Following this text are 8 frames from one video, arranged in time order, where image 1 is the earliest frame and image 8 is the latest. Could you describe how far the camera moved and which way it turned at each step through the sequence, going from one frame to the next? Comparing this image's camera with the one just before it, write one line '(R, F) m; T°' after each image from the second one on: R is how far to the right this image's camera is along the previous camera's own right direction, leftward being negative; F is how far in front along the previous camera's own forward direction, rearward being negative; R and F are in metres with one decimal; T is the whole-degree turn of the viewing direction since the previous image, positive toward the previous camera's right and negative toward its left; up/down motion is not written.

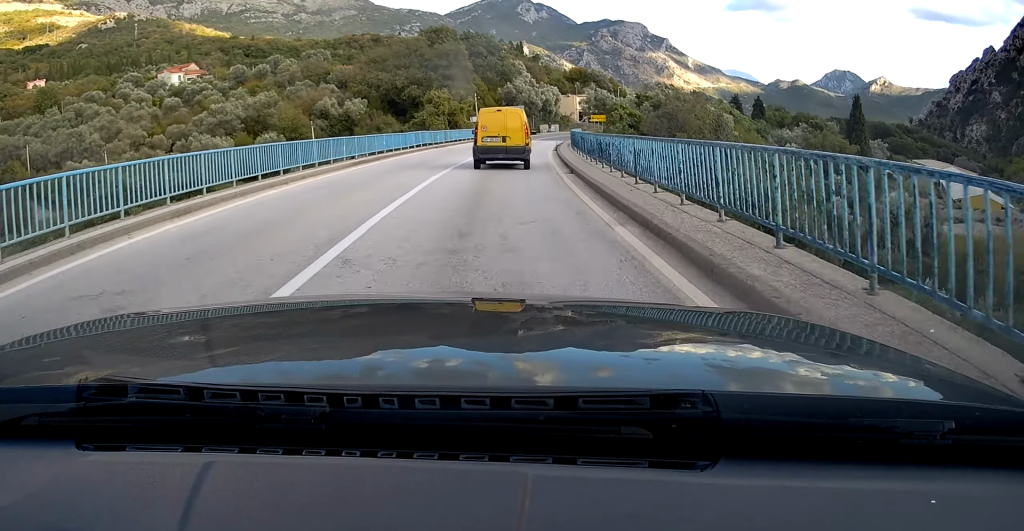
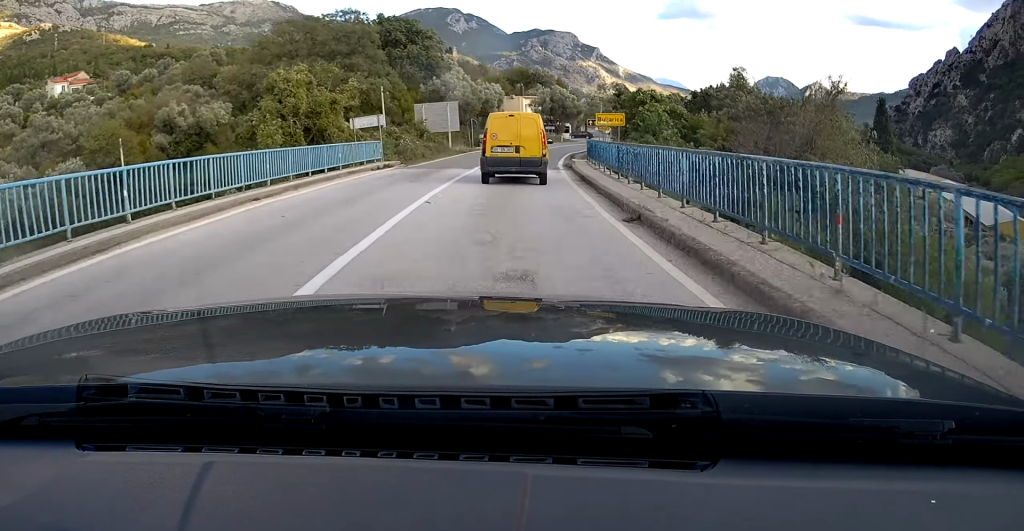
(+1.3, +32.3) m; +6°
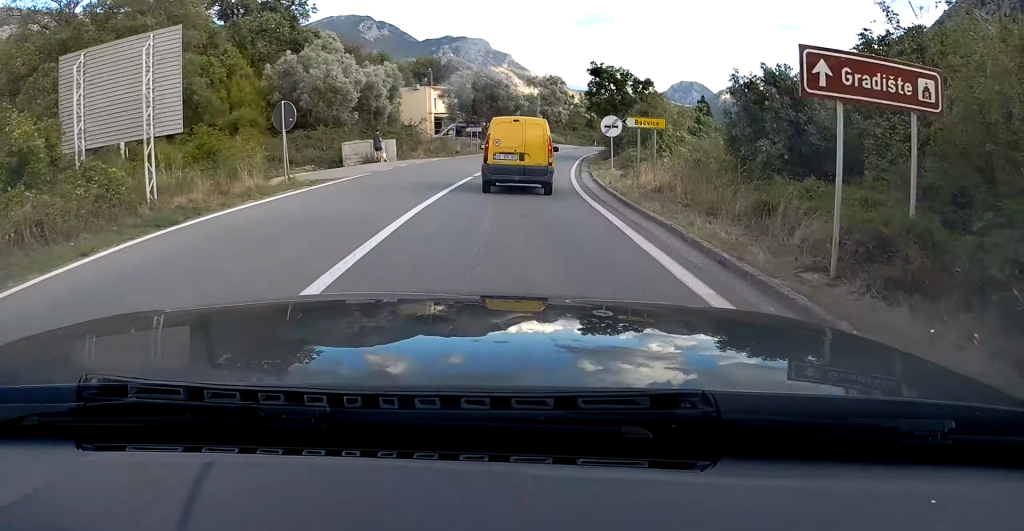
(+2.0, +33.7) m; +8°
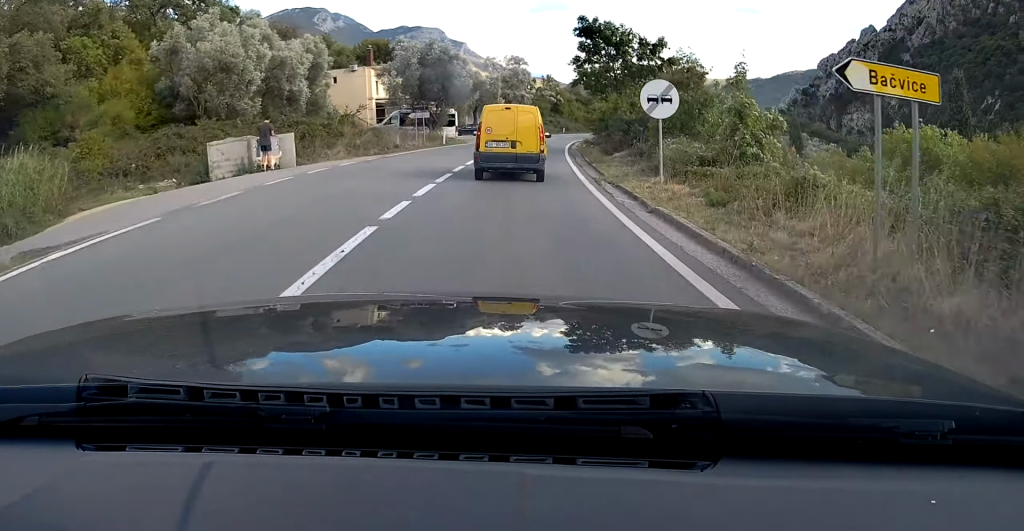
(+1.1, +13.7) m; +3°
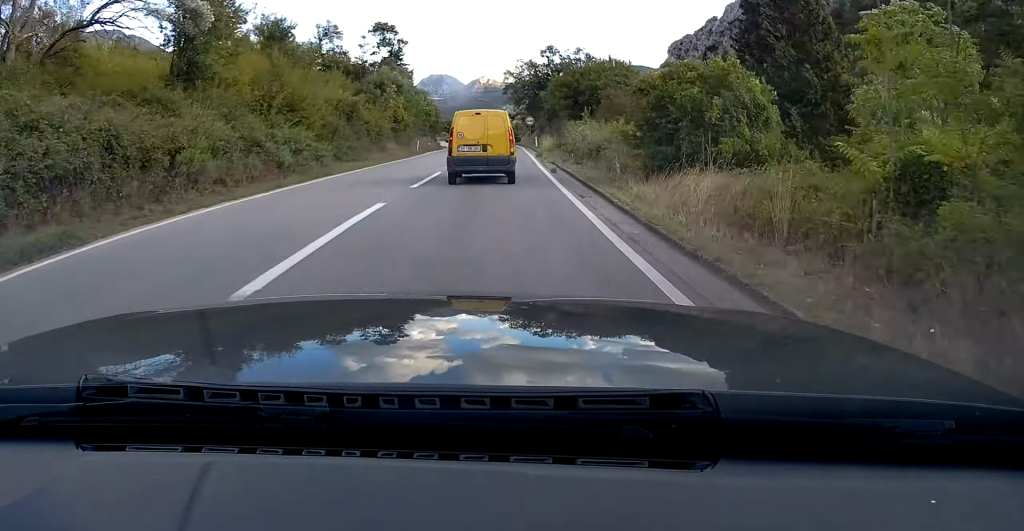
(+13.6, +93.5) m; +14°
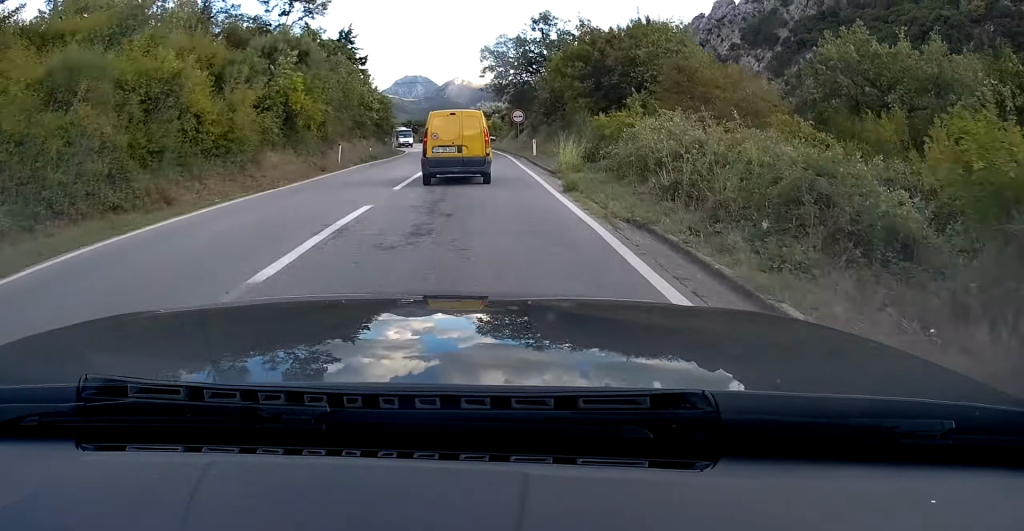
(+0.7, +18.6) m; +1°
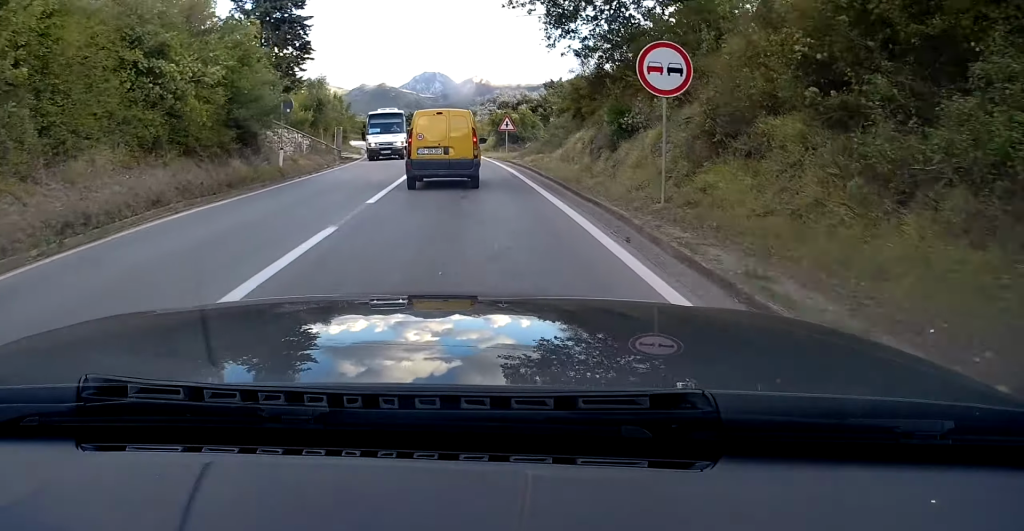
(-0.2, +33.2) m; -3°
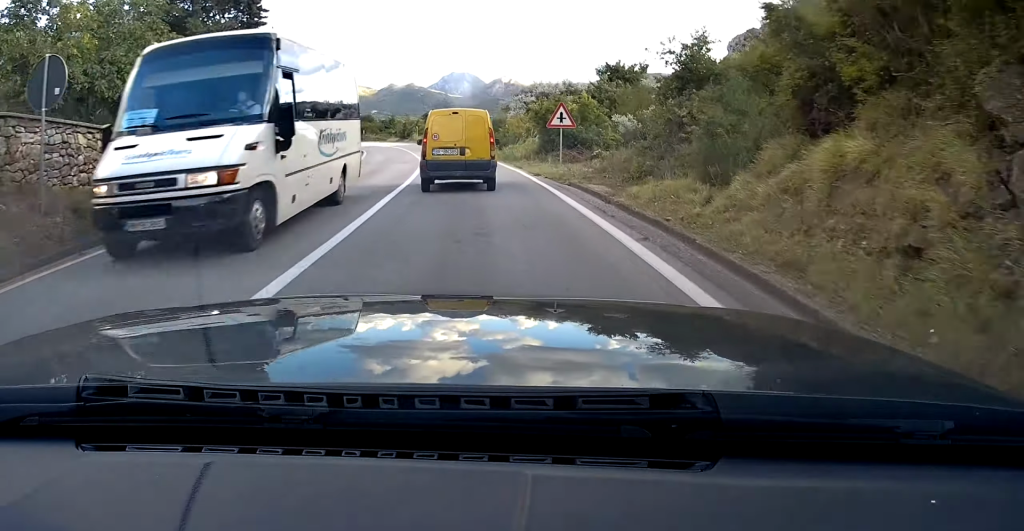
(-0.2, +15.4) m; -2°
